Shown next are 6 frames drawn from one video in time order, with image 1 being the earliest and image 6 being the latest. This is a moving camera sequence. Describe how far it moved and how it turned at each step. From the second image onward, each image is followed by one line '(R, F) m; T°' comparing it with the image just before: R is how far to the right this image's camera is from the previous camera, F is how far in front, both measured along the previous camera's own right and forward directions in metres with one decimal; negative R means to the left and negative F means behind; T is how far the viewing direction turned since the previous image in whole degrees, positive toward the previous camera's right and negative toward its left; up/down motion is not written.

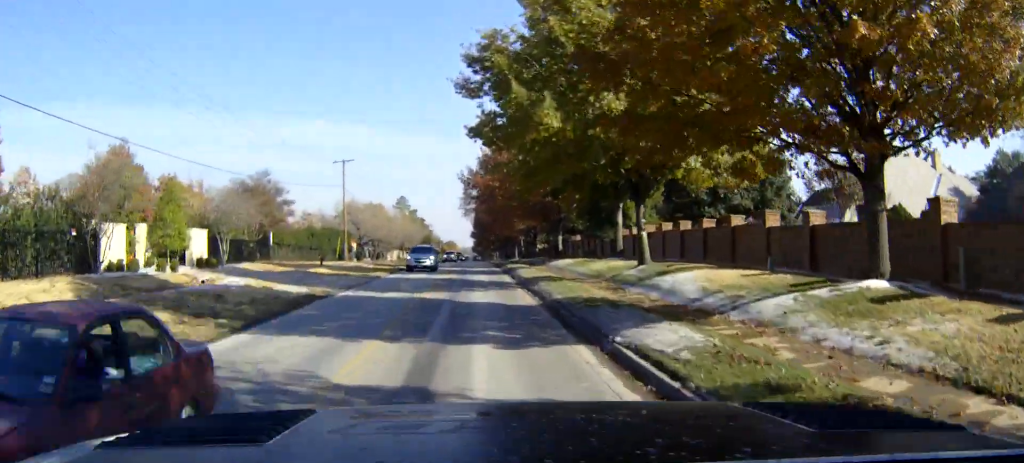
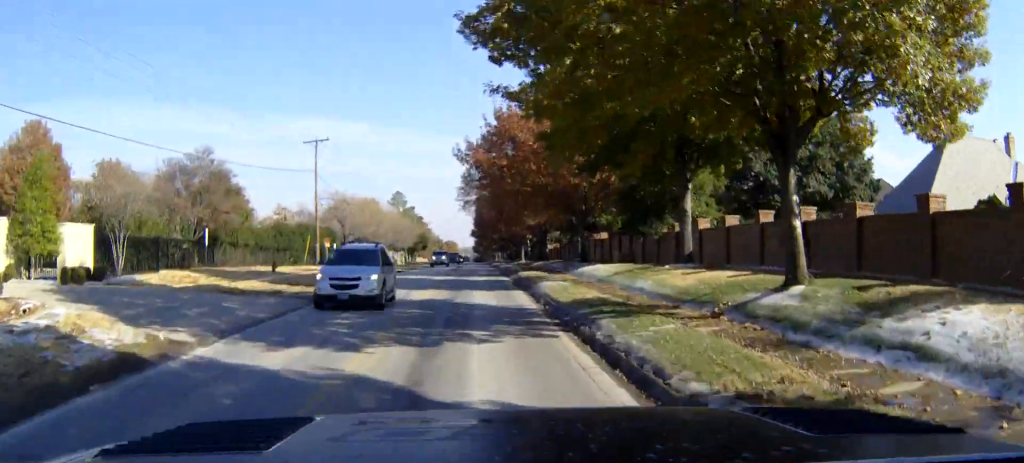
(0.0, +13.0) m; 0°
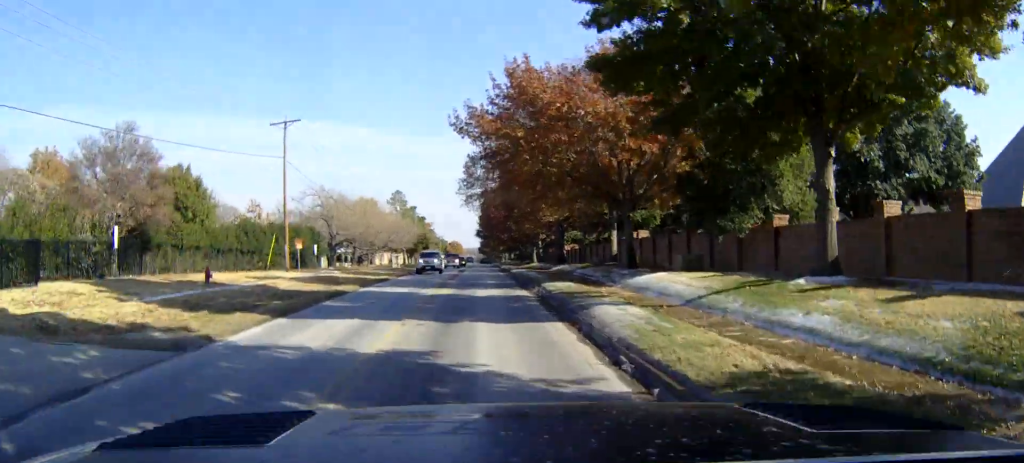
(0.0, +10.5) m; 0°
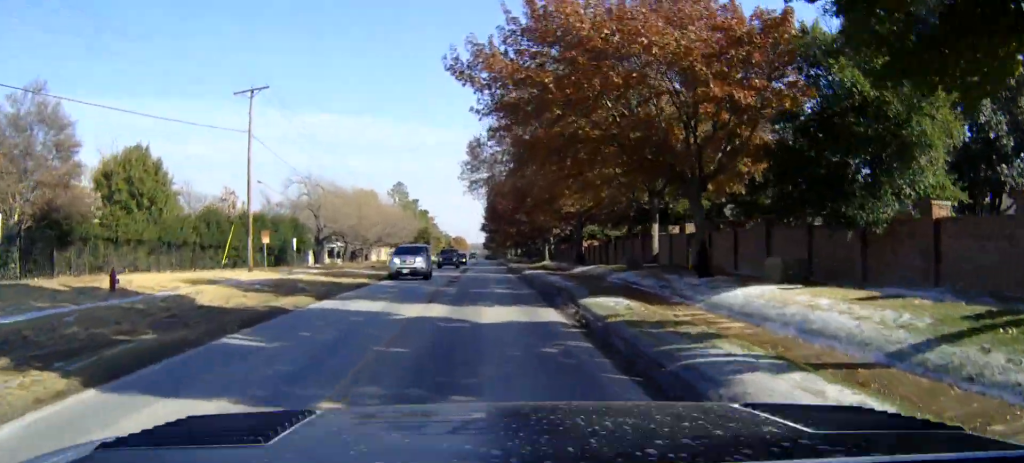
(+0.1, +7.7) m; 0°
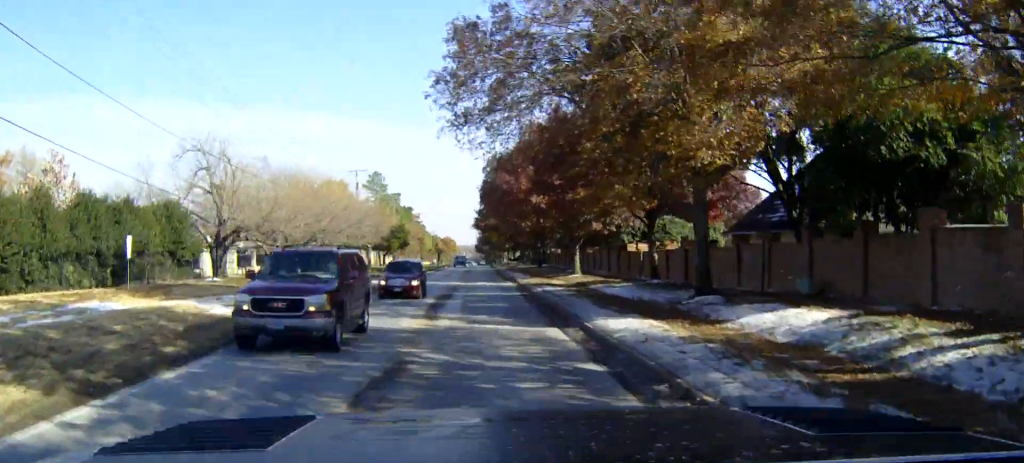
(0.0, +24.1) m; 0°
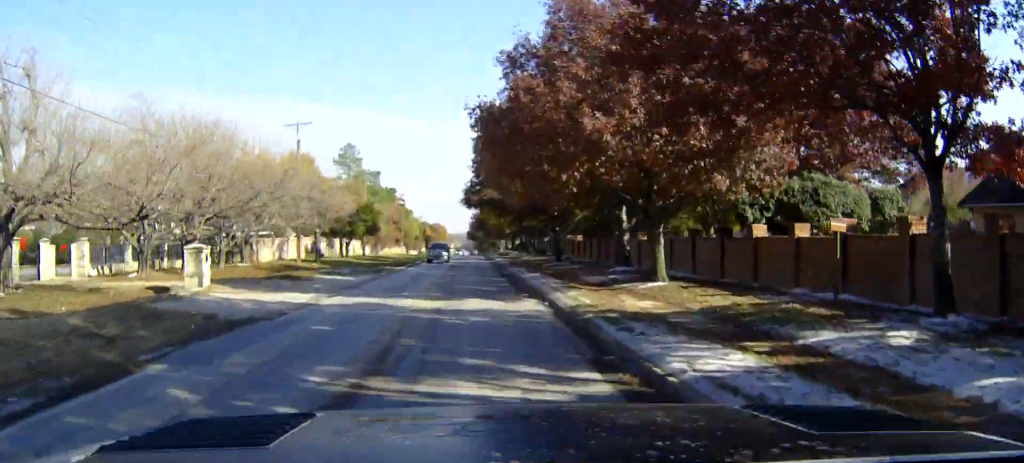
(0.0, +22.9) m; 0°
